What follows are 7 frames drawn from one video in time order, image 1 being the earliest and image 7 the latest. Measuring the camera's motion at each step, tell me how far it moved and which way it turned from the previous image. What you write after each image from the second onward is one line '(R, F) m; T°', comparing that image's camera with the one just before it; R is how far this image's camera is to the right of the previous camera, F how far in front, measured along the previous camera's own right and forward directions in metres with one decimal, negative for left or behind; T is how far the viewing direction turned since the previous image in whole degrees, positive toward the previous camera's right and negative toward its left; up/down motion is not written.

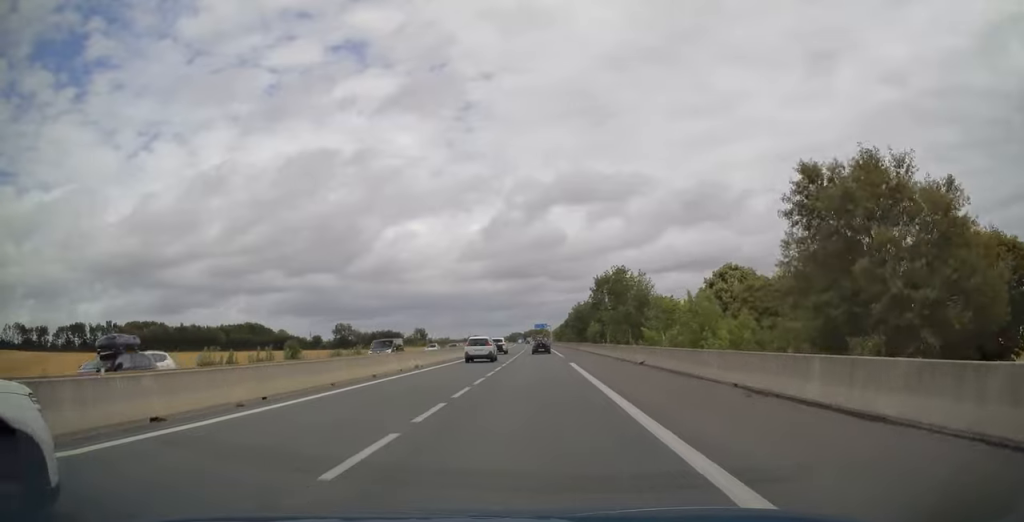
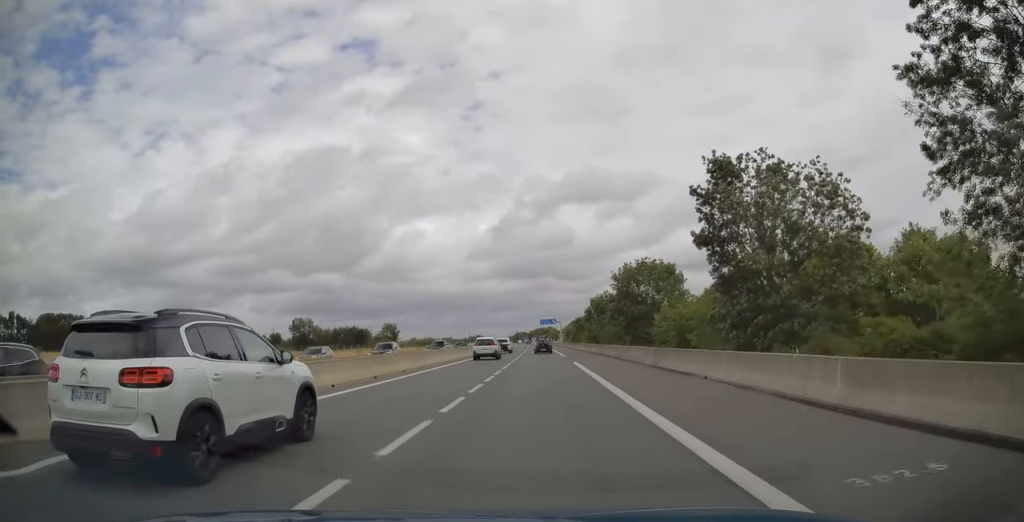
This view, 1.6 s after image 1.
(-0.2, +50.5) m; -1°
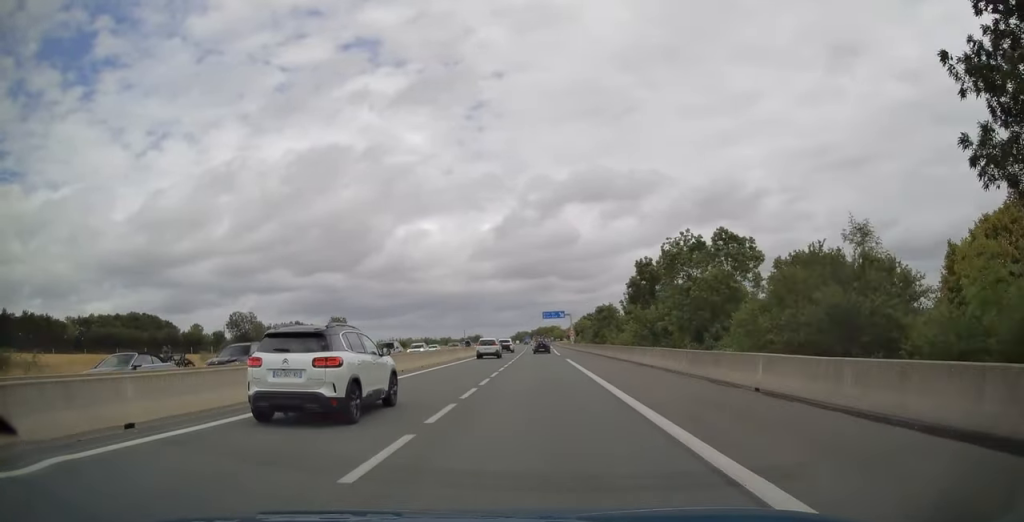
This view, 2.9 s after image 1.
(-0.4, +44.8) m; -1°
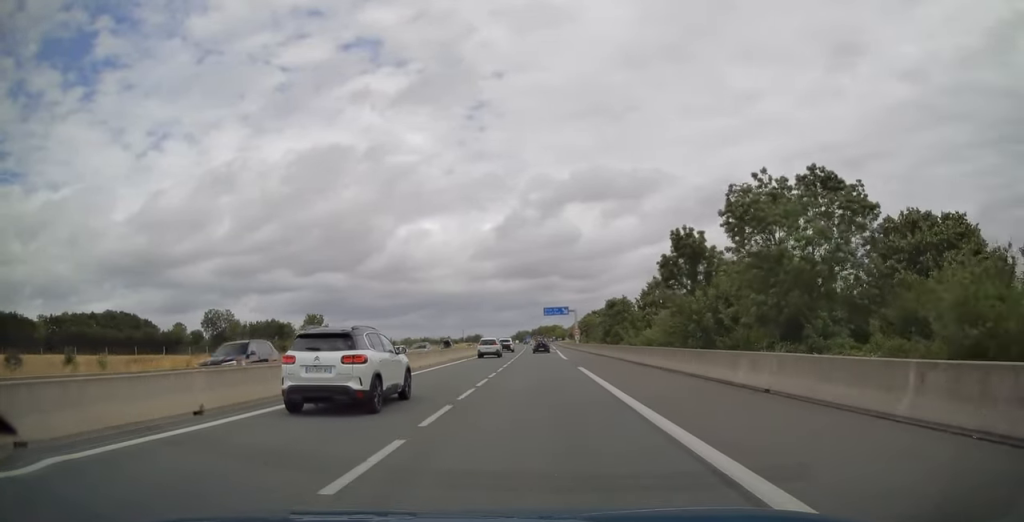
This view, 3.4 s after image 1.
(0.0, +13.5) m; 0°
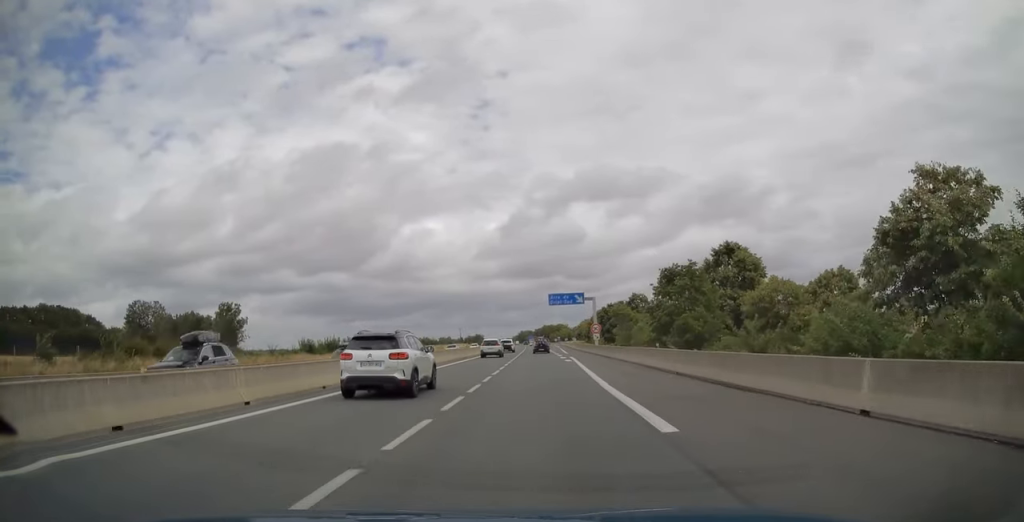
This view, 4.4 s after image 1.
(+0.1, +32.5) m; 0°
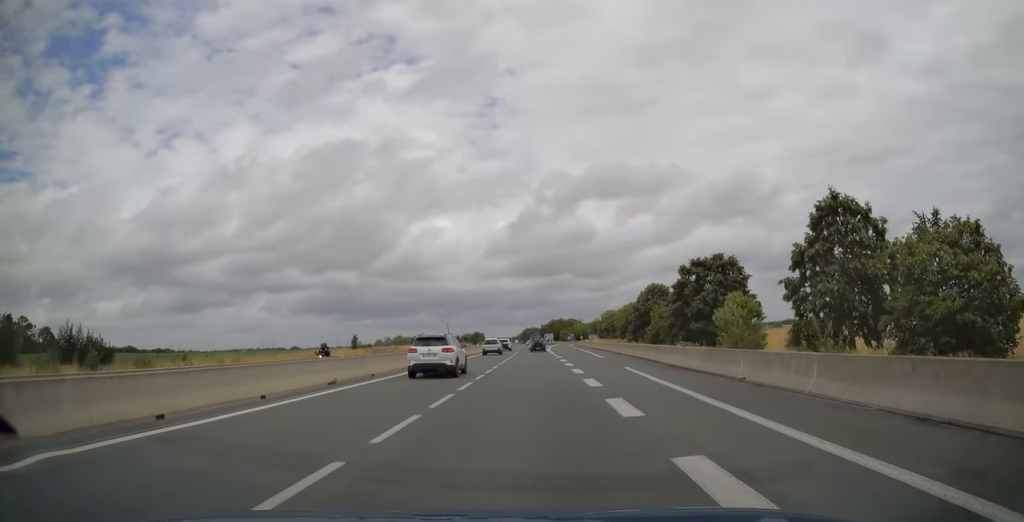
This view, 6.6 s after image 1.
(-0.6, +73.4) m; -1°
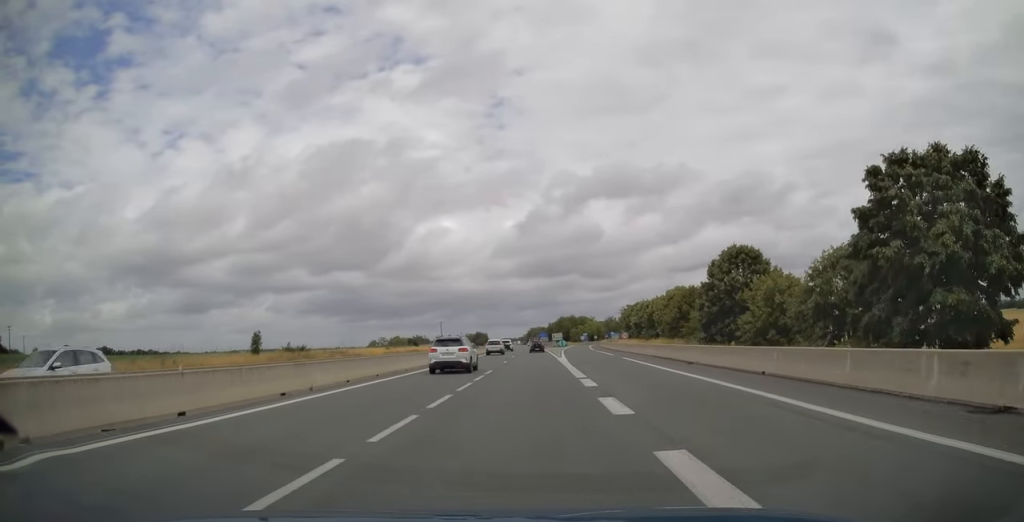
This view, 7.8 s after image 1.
(-0.1, +38.7) m; 0°
